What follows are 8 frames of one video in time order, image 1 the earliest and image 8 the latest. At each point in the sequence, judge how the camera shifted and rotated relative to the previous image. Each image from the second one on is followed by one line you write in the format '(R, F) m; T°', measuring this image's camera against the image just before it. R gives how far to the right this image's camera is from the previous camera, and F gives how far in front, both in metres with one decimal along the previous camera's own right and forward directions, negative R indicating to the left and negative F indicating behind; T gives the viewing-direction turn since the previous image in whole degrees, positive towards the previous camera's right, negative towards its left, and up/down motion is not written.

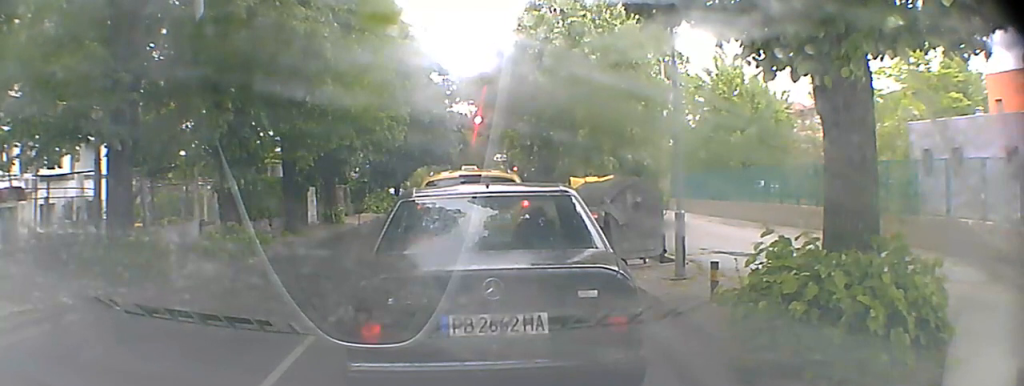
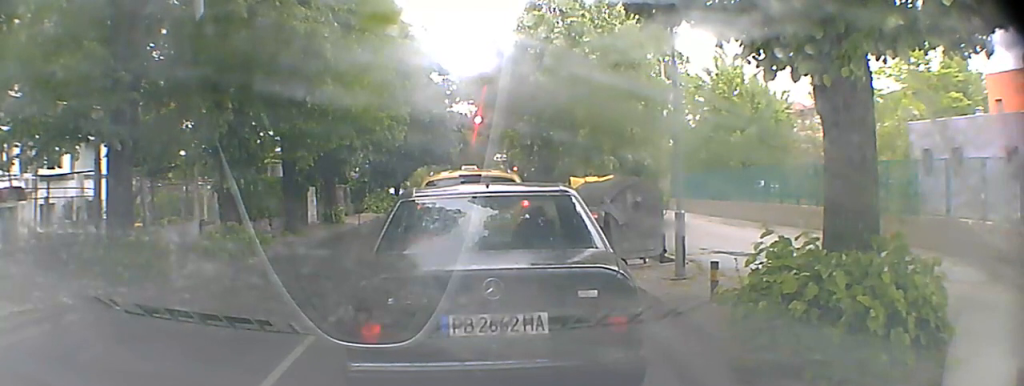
(0.0, 0.0) m; 0°
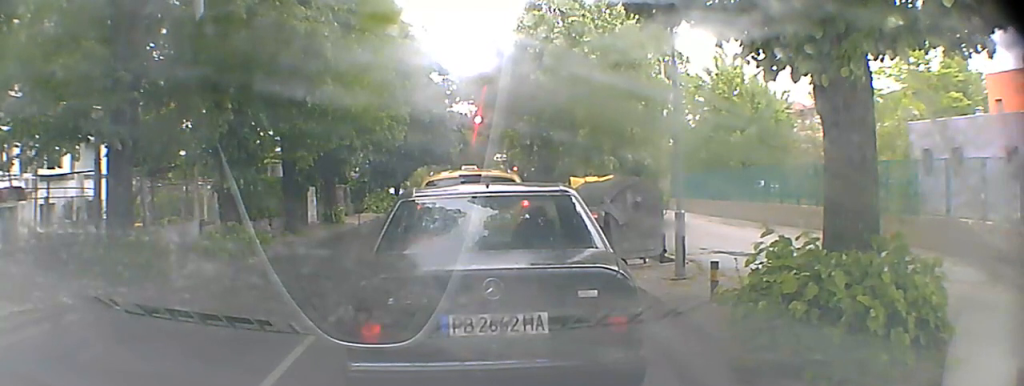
(0.0, 0.0) m; 0°
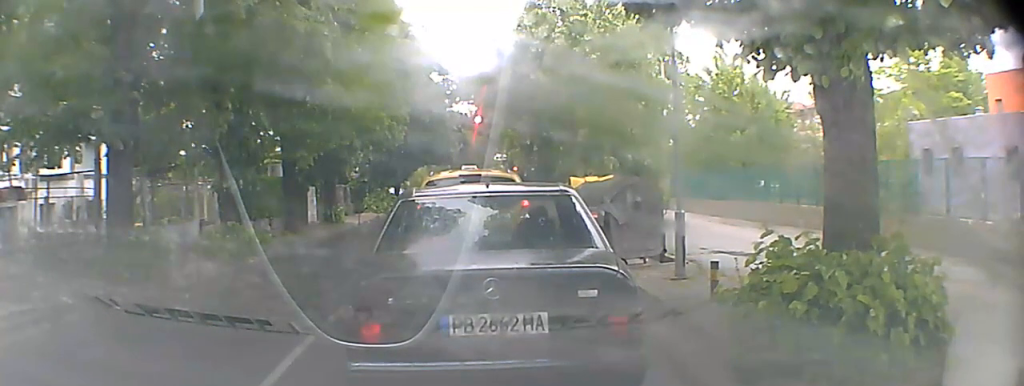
(0.0, 0.0) m; 0°
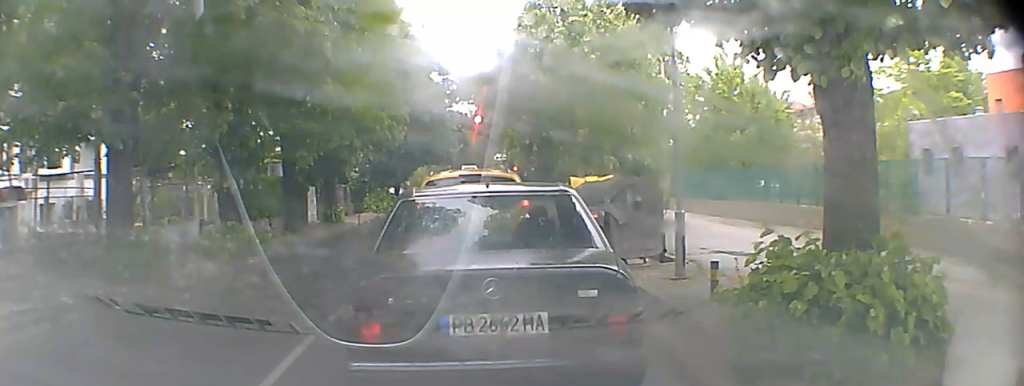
(0.0, 0.0) m; 0°
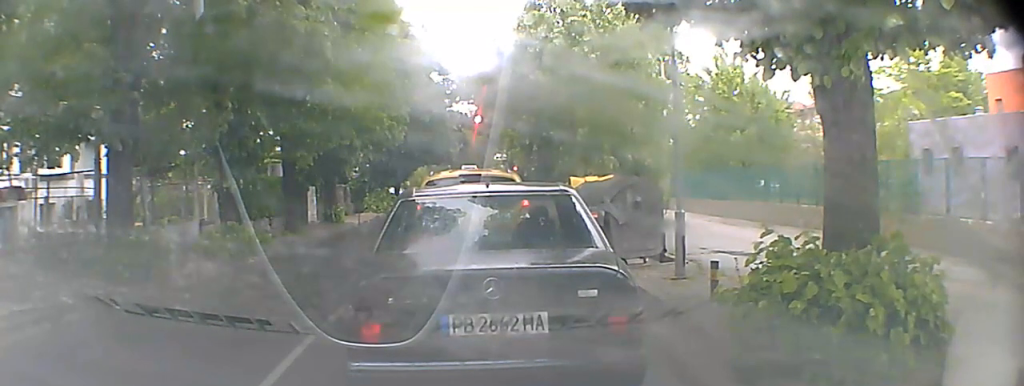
(0.0, 0.0) m; 0°
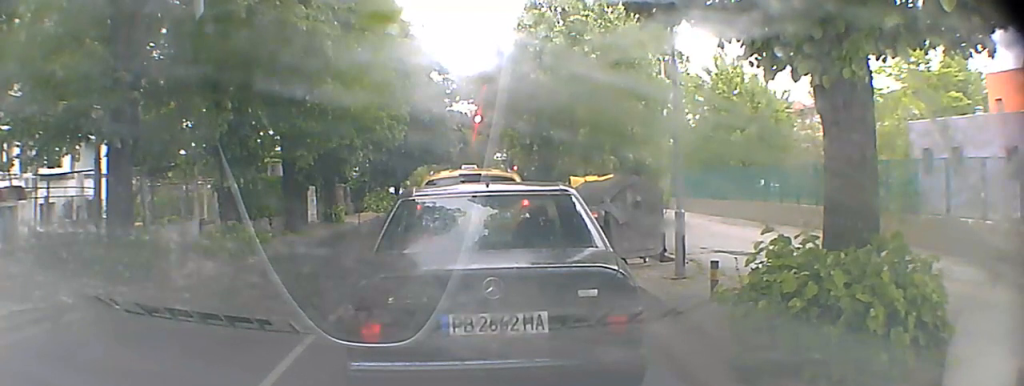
(0.0, 0.0) m; 0°
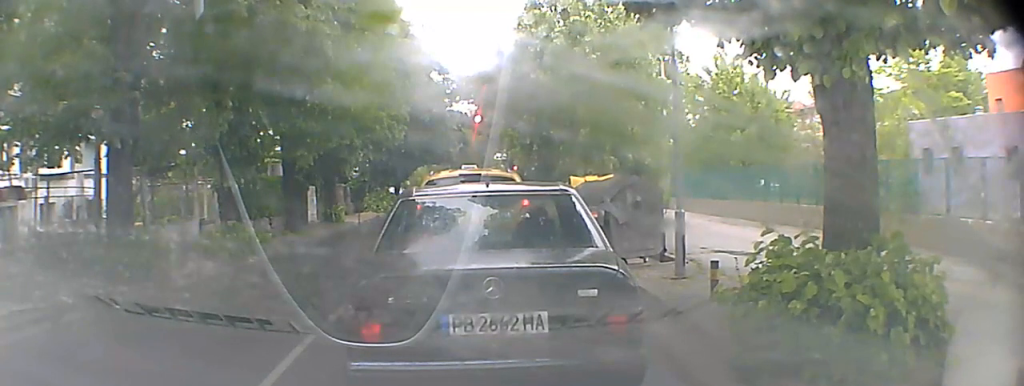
(0.0, 0.0) m; 0°
